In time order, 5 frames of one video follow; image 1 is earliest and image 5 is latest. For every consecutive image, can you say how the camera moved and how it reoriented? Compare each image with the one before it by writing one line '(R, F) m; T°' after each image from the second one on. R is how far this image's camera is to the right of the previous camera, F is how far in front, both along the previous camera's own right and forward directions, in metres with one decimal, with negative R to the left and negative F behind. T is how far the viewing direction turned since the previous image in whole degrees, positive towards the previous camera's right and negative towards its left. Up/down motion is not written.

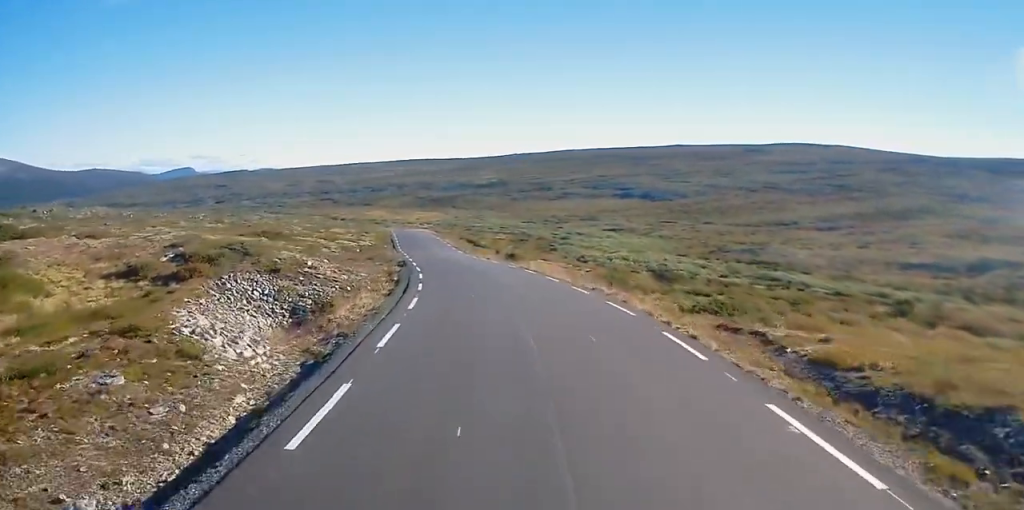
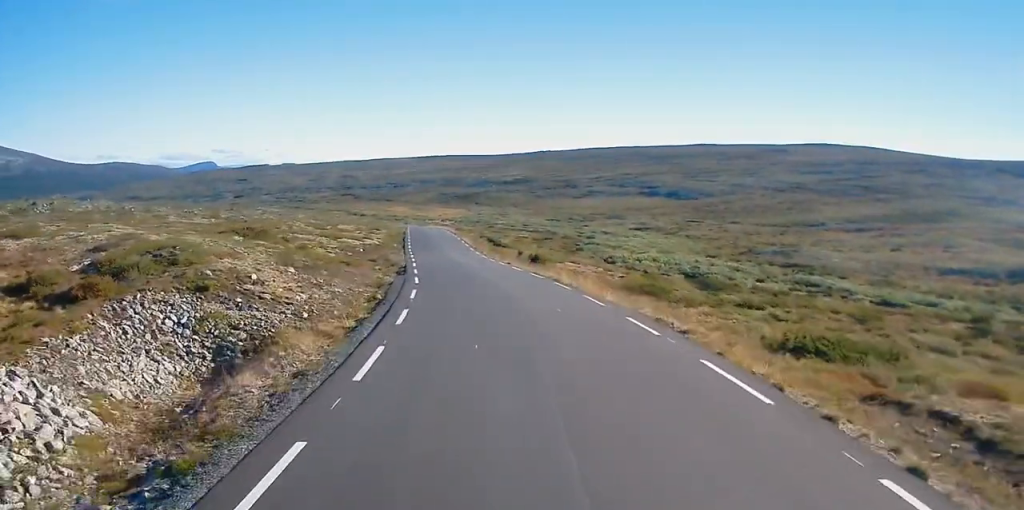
(-0.2, +8.9) m; -2°
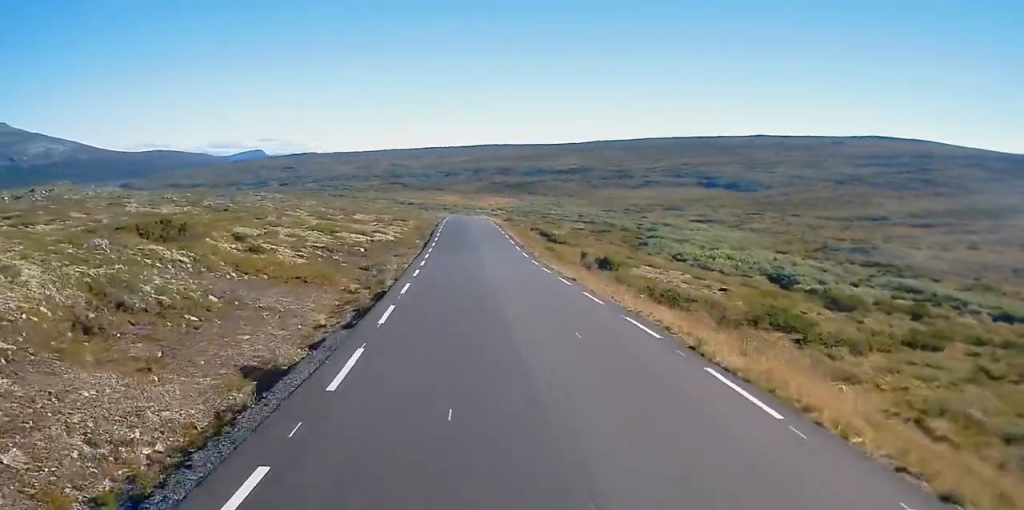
(-0.7, +19.1) m; -4°
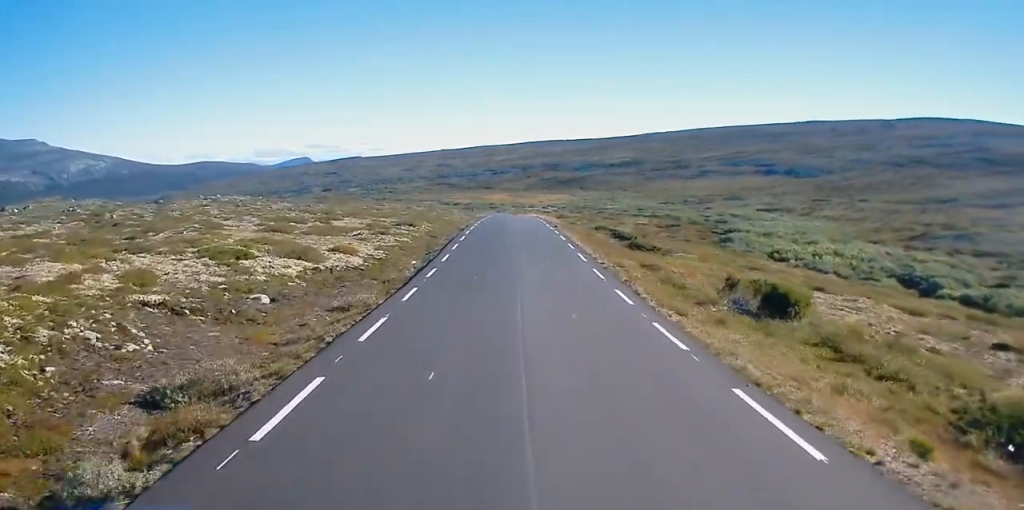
(-0.3, +26.4) m; -1°
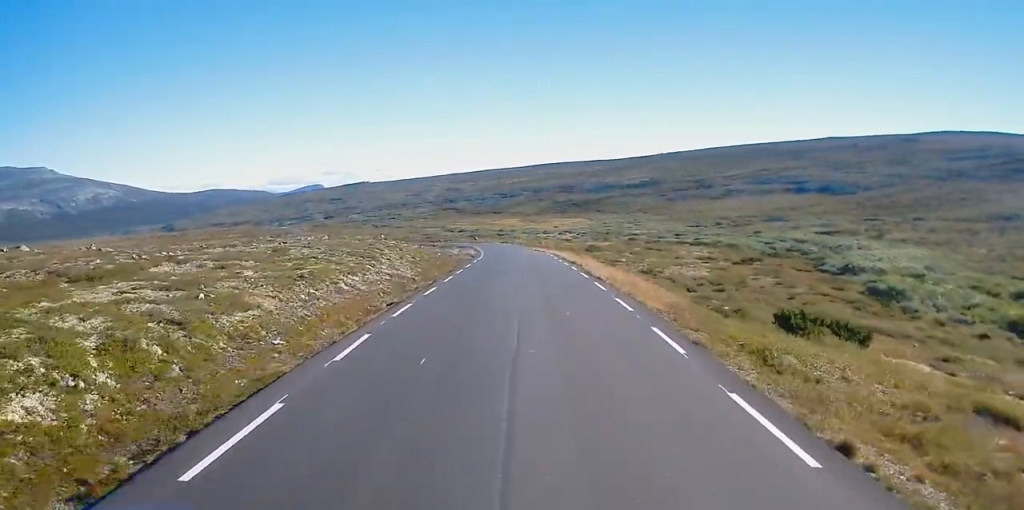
(-0.6, +54.6) m; -2°
